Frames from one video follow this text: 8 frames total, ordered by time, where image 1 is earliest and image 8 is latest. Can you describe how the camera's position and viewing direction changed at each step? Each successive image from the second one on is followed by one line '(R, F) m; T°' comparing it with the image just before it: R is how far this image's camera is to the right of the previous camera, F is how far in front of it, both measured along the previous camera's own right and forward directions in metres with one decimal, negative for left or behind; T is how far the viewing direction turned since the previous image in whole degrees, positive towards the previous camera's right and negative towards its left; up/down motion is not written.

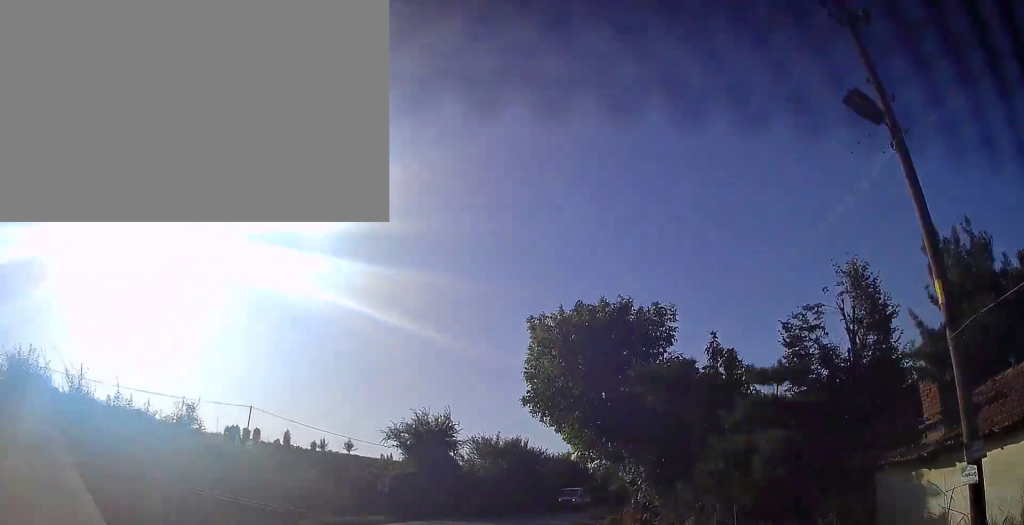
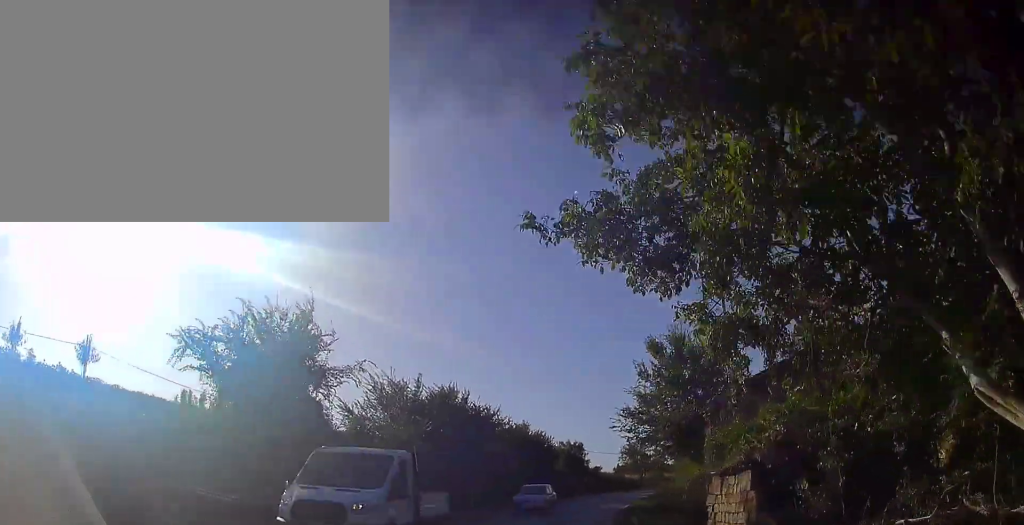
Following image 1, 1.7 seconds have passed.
(-1.0, +22.1) m; 0°
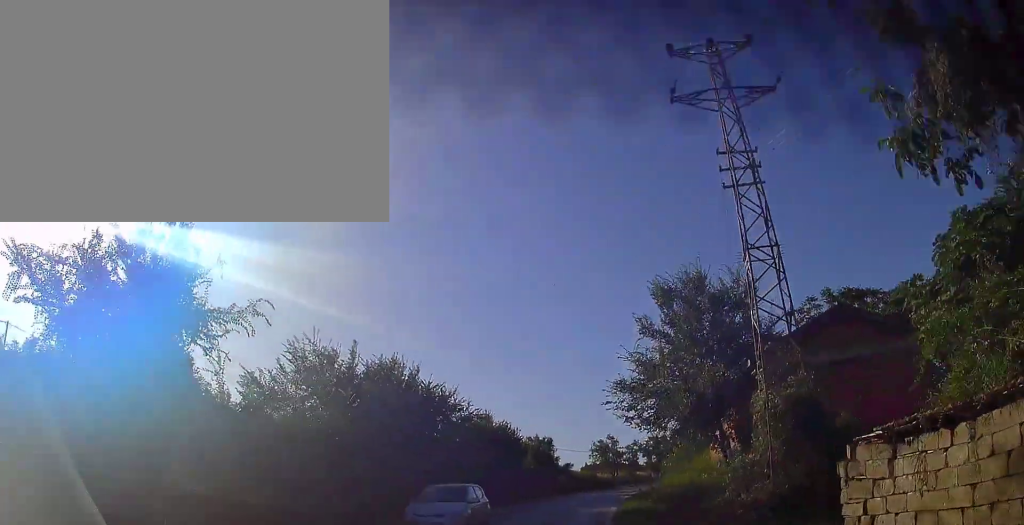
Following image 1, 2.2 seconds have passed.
(0.0, +6.6) m; +2°
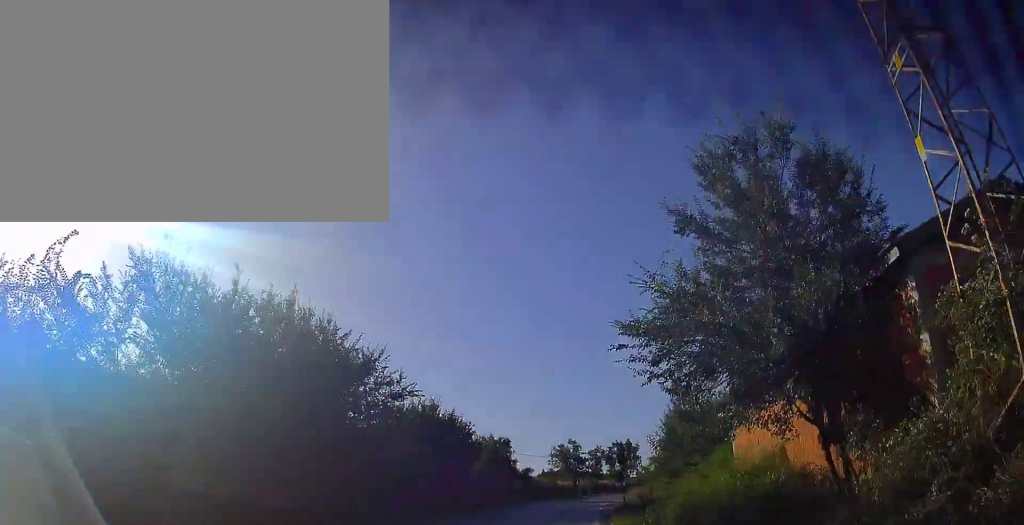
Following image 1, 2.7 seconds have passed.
(+0.2, +7.6) m; +4°
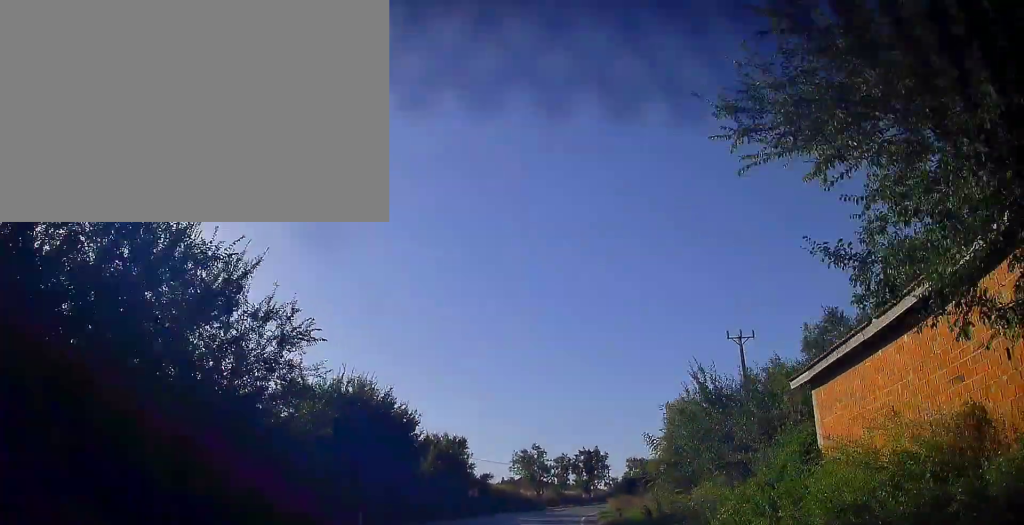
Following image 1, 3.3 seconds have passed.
(+0.4, +8.2) m; +4°
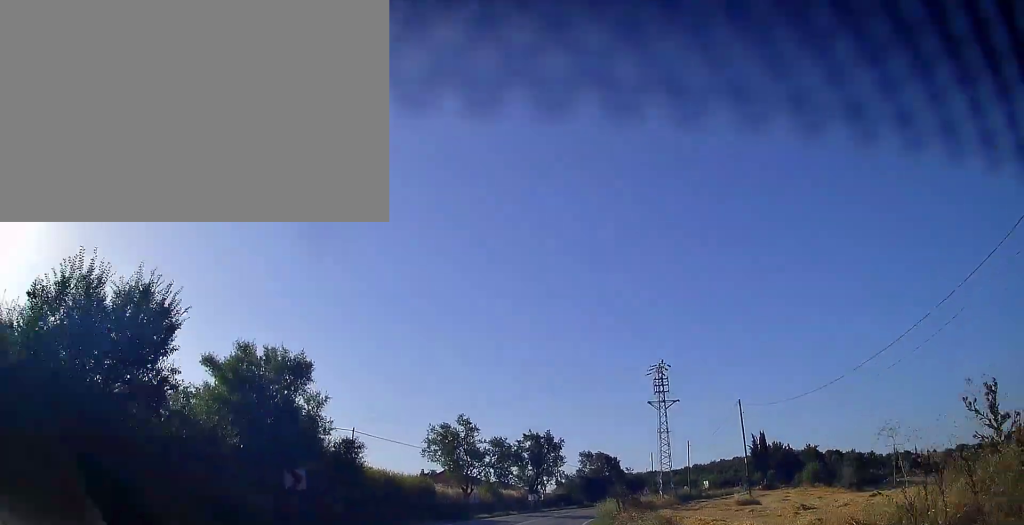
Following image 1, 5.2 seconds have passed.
(+2.2, +26.2) m; +8°
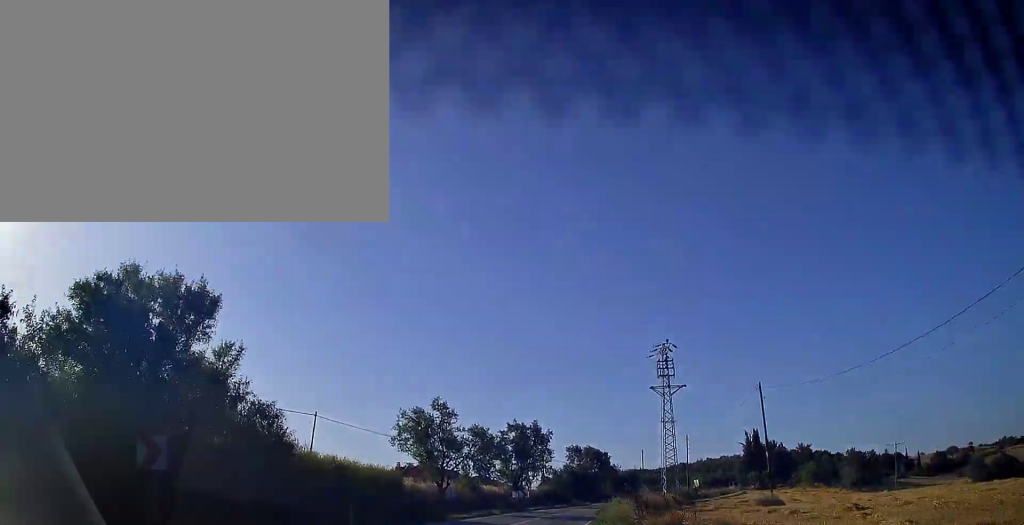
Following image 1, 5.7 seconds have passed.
(+0.1, +7.2) m; +2°
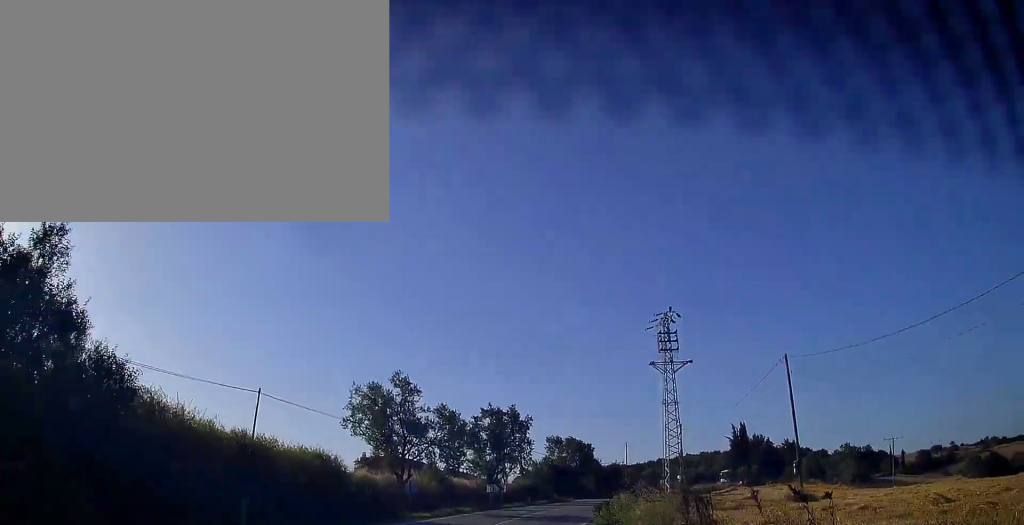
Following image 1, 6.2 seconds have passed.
(+0.1, +7.3) m; +2°
